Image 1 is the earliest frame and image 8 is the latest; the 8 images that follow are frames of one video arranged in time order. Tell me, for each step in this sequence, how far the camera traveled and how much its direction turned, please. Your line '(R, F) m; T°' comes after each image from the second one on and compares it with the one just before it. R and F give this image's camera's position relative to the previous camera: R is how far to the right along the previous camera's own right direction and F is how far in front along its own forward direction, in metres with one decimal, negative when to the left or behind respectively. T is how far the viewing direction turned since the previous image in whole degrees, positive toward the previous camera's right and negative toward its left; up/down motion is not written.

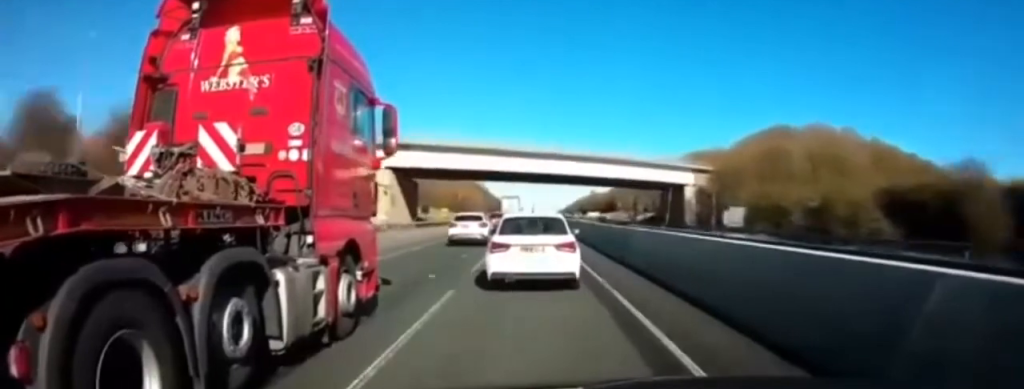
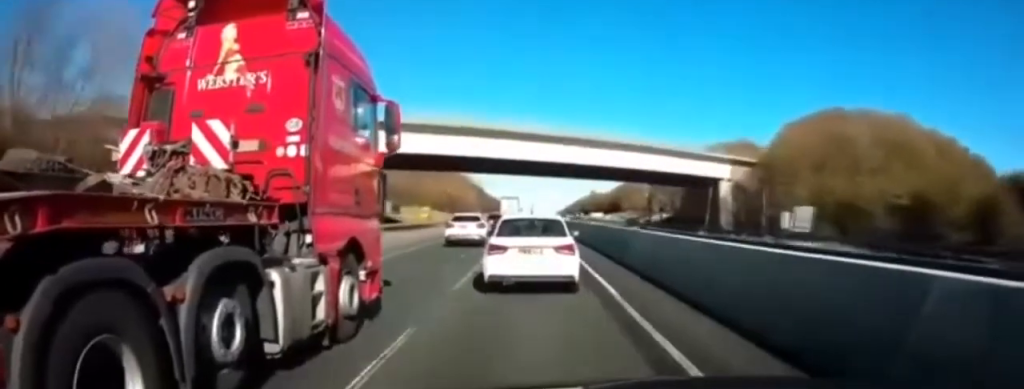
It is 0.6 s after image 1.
(-0.1, +13.4) m; 0°
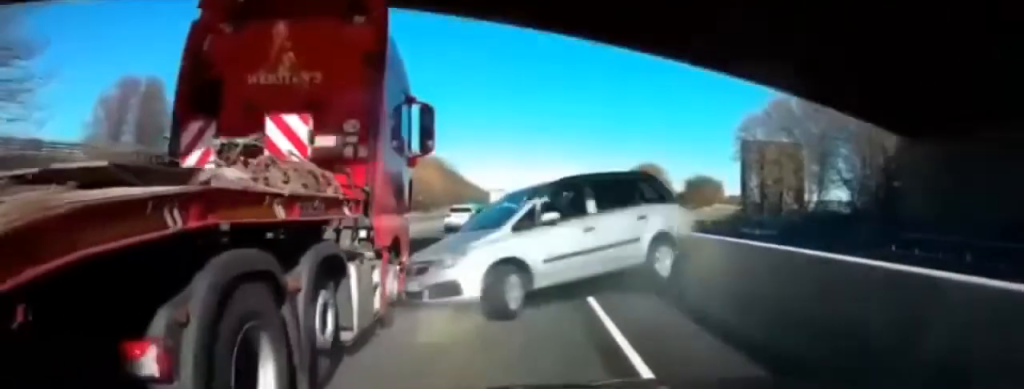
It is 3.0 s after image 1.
(+0.5, +48.2) m; 0°
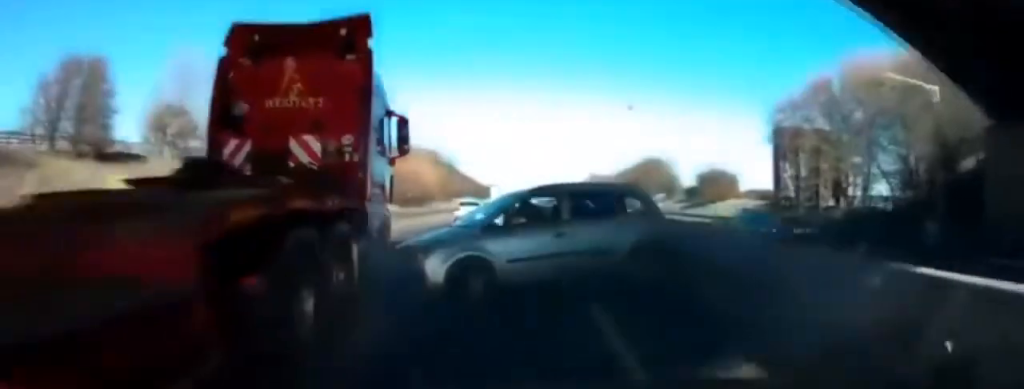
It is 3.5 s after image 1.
(-0.2, +10.6) m; -1°
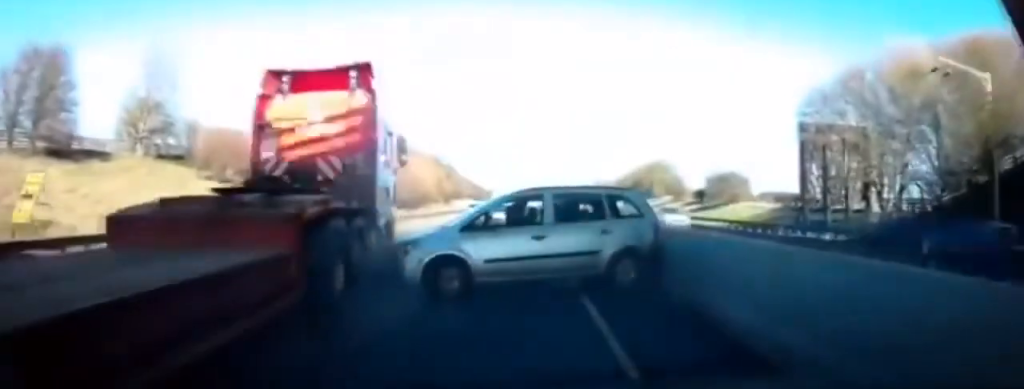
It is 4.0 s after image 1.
(0.0, +8.0) m; -1°
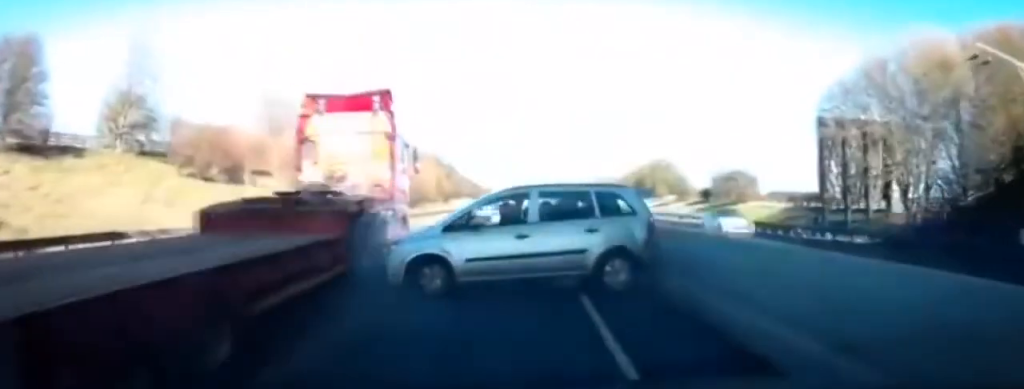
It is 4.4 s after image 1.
(0.0, +6.7) m; -1°
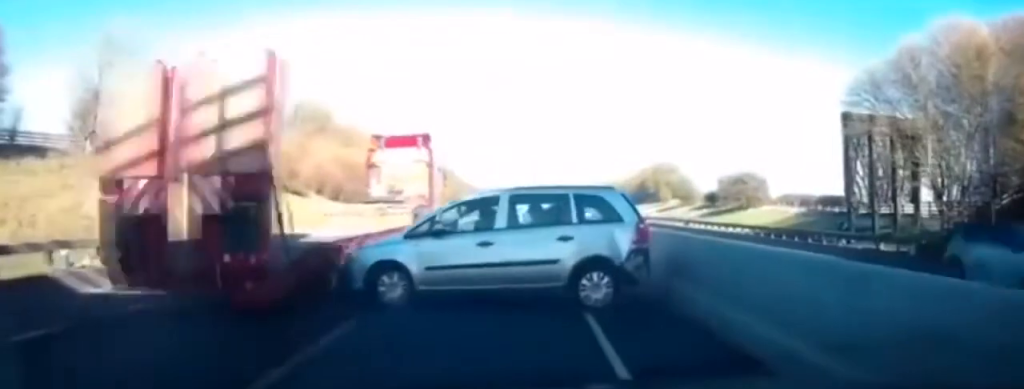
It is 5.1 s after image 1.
(-0.2, +11.6) m; -3°
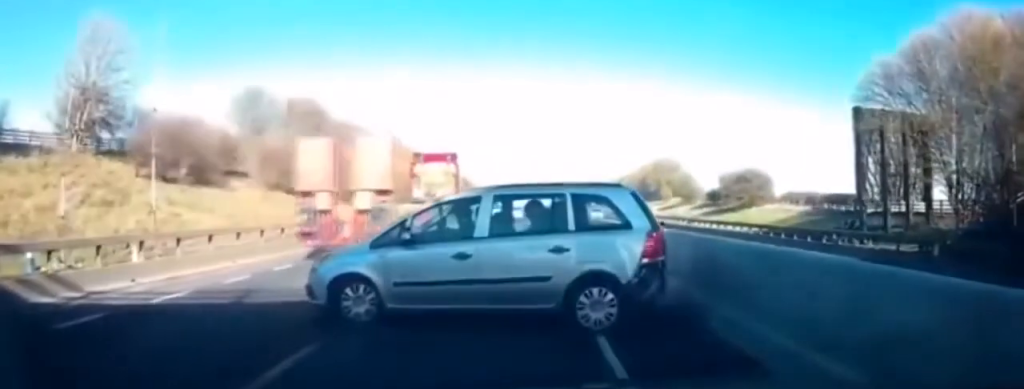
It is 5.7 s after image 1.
(-0.2, +9.6) m; -3°
